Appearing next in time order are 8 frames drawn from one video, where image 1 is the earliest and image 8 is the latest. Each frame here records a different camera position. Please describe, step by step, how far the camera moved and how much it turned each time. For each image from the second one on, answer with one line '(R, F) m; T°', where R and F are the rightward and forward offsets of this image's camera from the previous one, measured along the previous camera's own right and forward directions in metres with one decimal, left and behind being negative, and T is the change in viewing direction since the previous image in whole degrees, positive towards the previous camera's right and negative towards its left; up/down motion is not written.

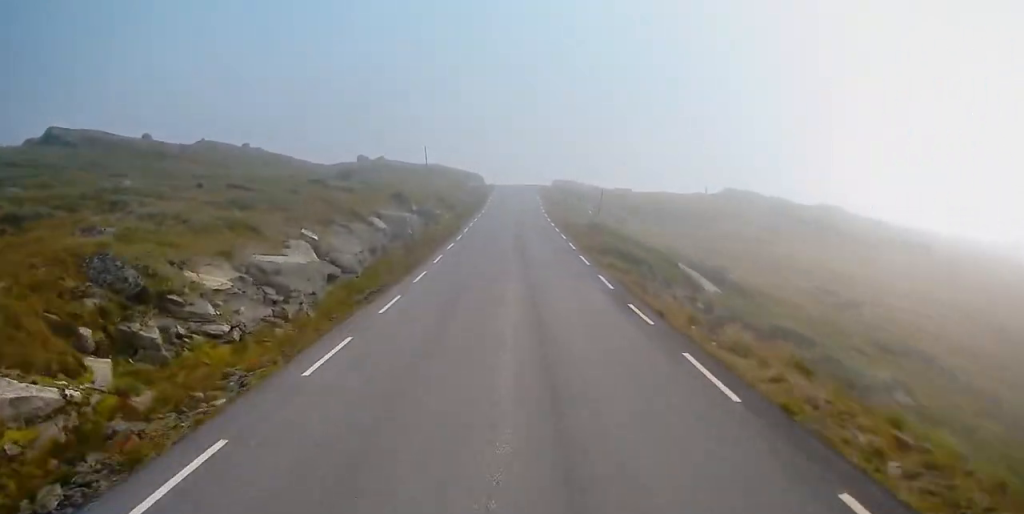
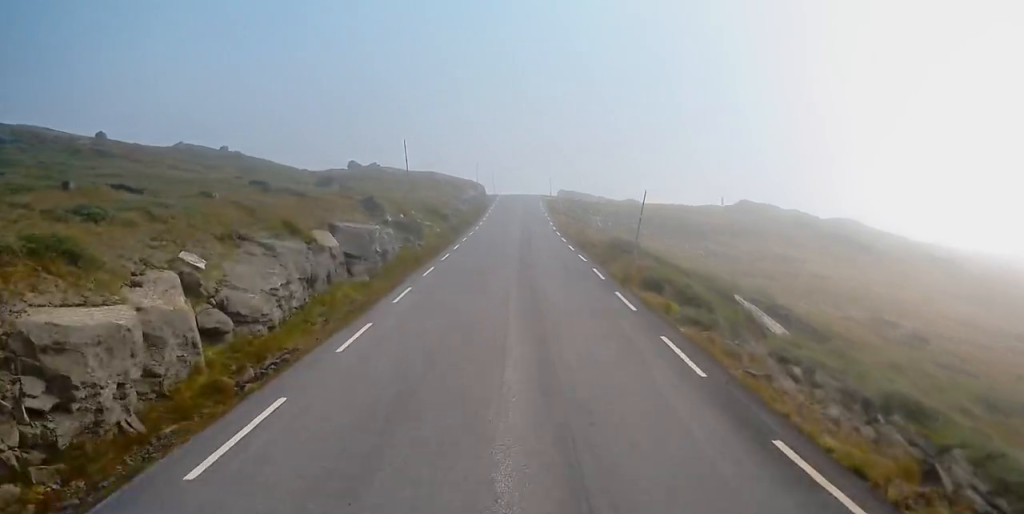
(0.0, +9.9) m; 0°
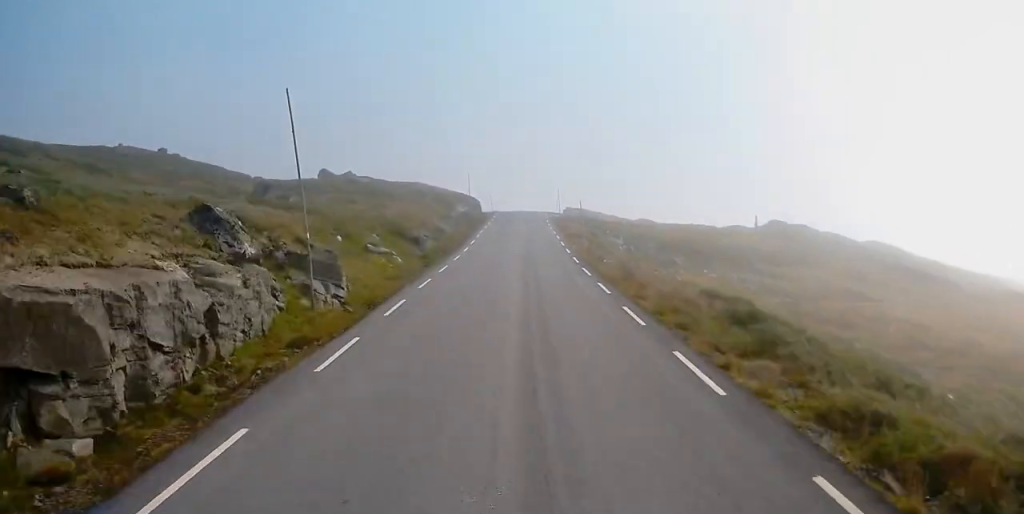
(0.0, +19.0) m; 0°
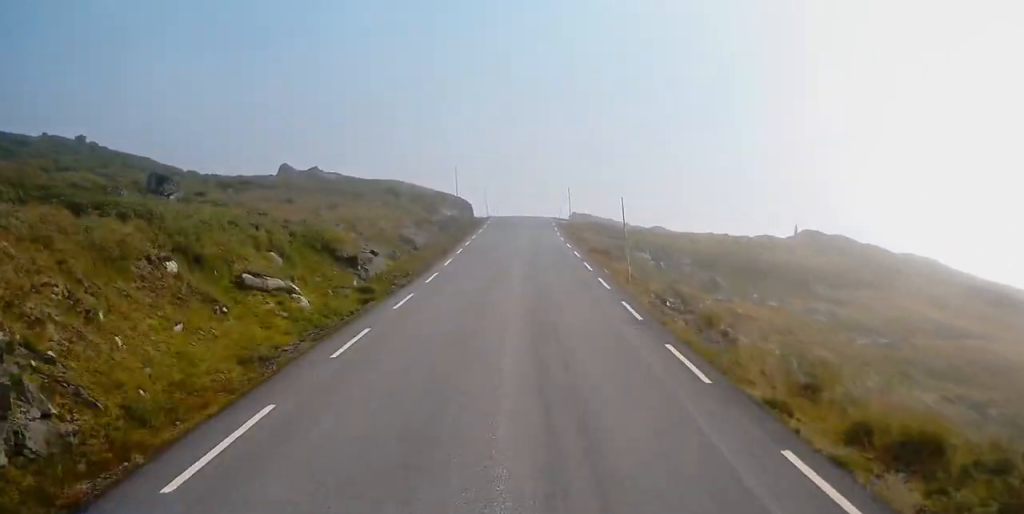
(0.0, +16.7) m; +2°
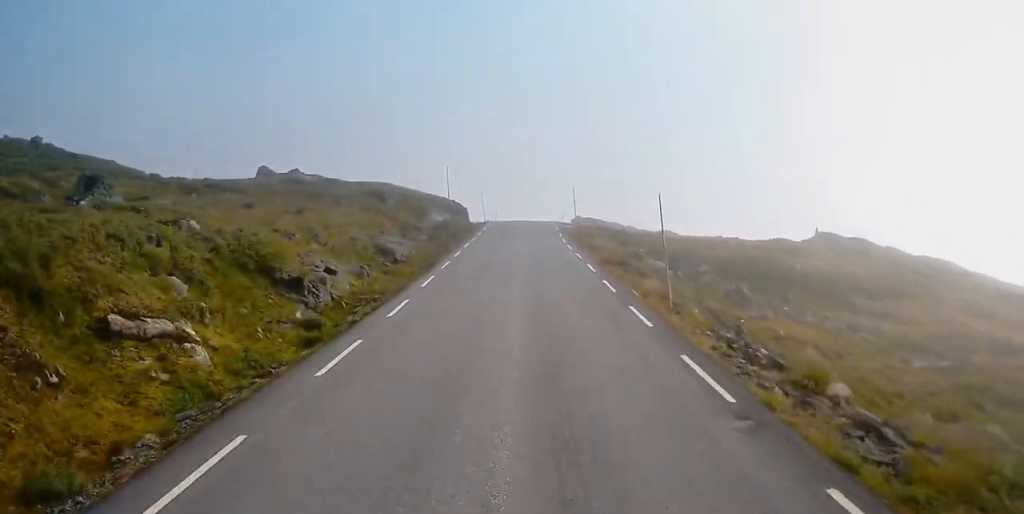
(+0.2, +6.8) m; 0°
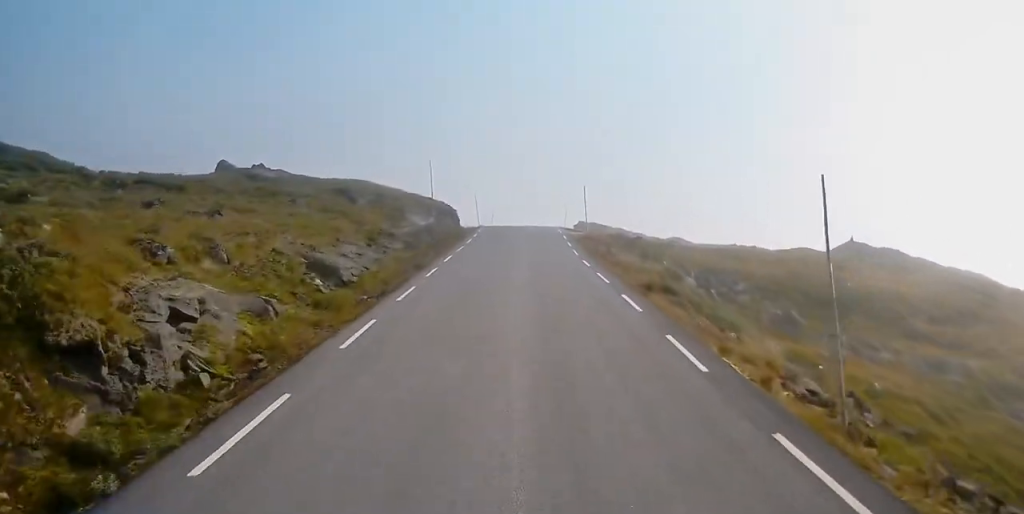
(+0.2, +10.1) m; -1°
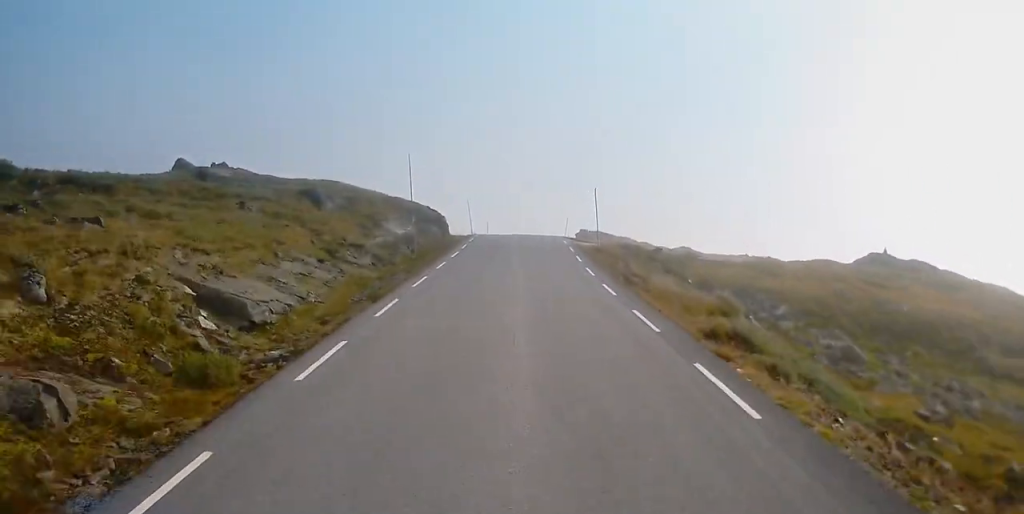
(-0.3, +8.1) m; -2°
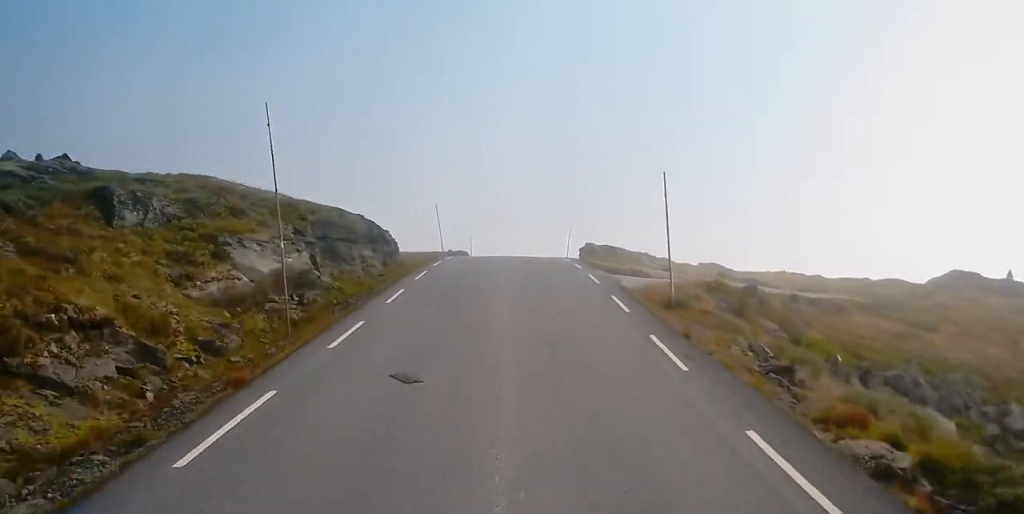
(+0.3, +20.5) m; +3°
